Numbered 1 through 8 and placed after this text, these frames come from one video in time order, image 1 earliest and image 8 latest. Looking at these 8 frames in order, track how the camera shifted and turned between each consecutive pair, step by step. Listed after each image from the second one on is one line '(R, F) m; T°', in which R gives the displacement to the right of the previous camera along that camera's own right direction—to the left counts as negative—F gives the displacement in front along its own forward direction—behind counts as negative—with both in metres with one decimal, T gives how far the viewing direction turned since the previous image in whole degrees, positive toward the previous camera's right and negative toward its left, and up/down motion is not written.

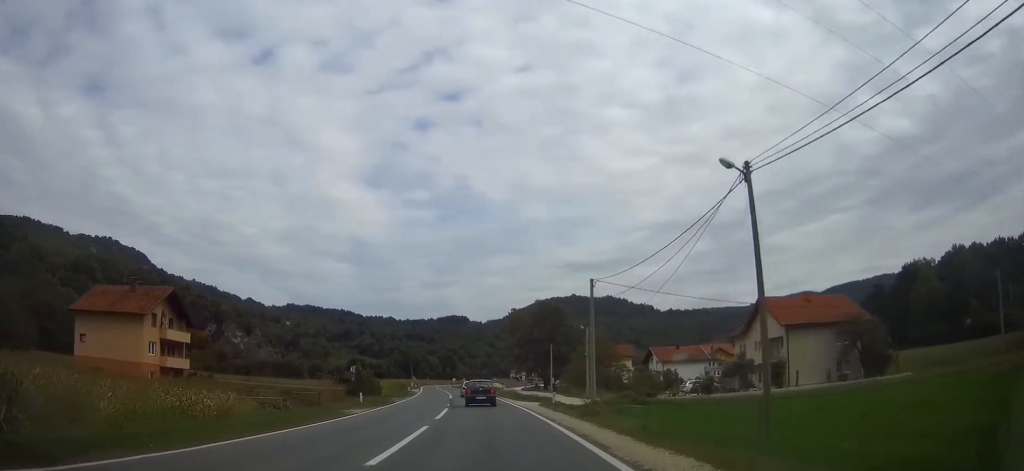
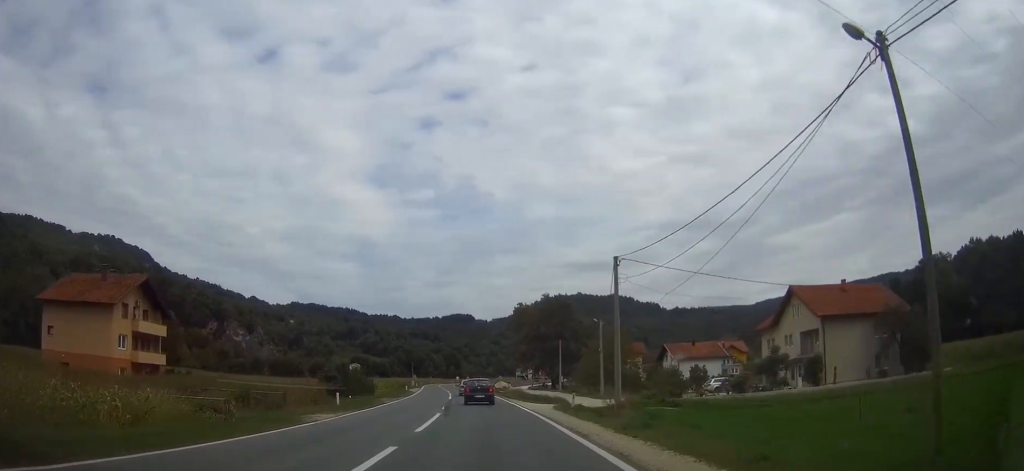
(-0.1, +7.0) m; -1°
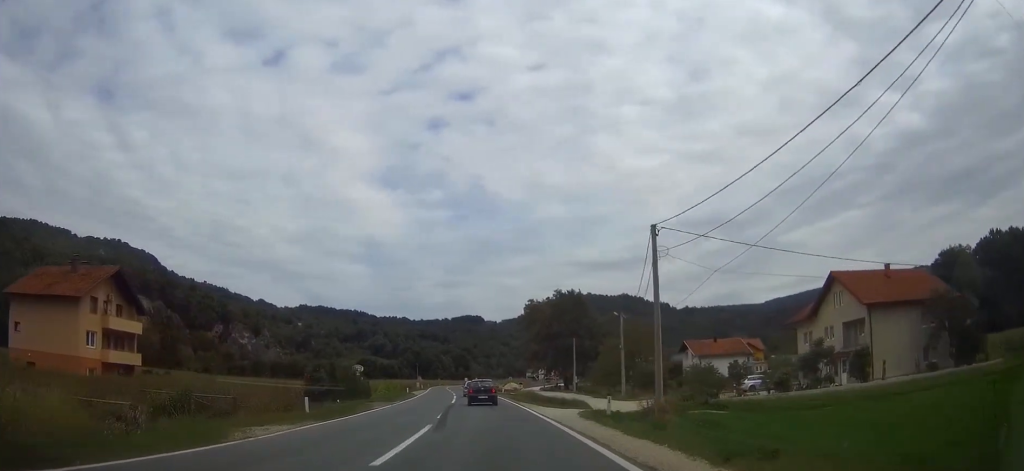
(-0.1, +7.0) m; -1°
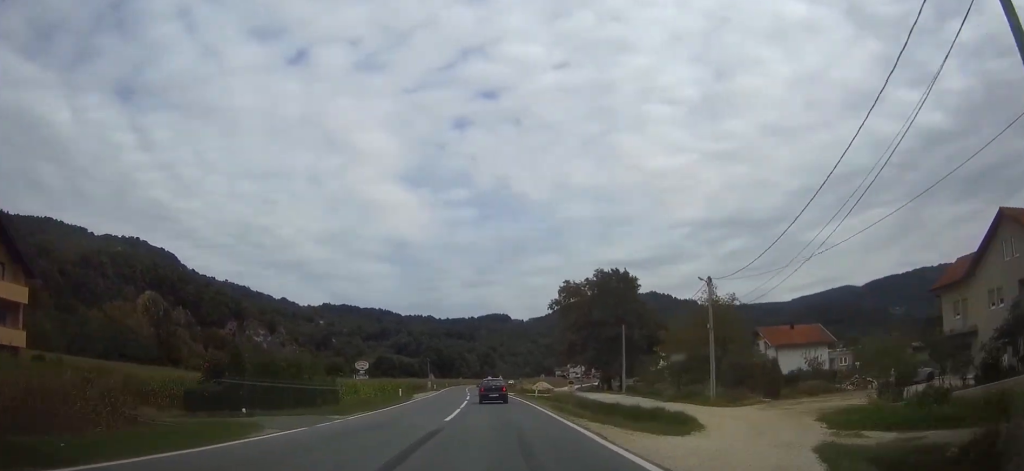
(-0.4, +21.3) m; -2°
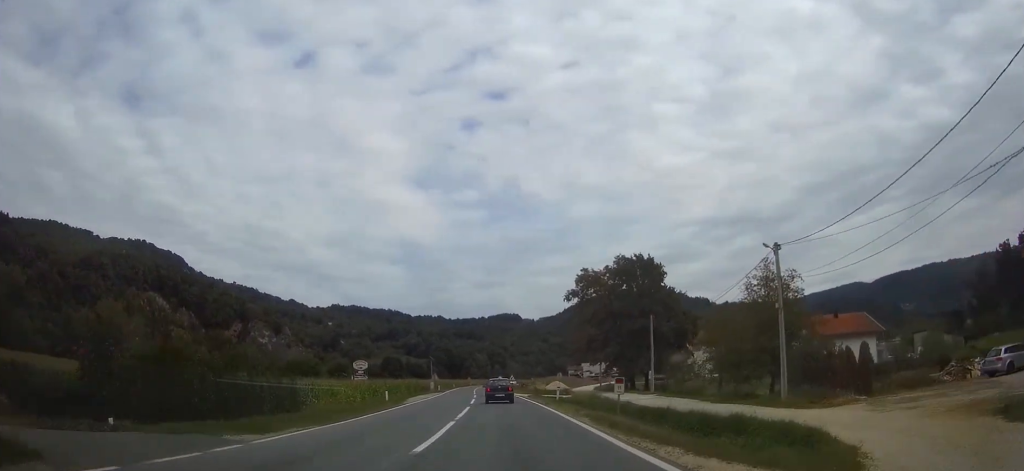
(-0.1, +10.3) m; -1°
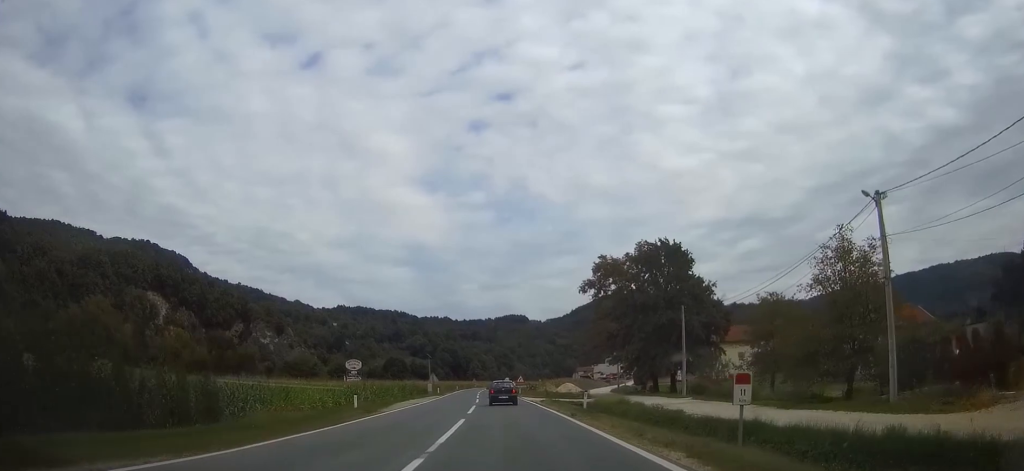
(-0.1, +10.3) m; -1°
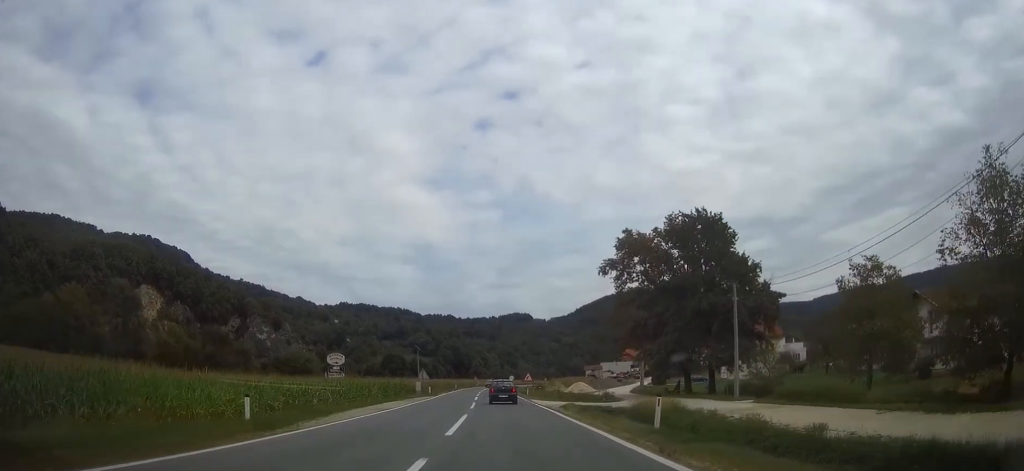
(-0.1, +13.4) m; -1°
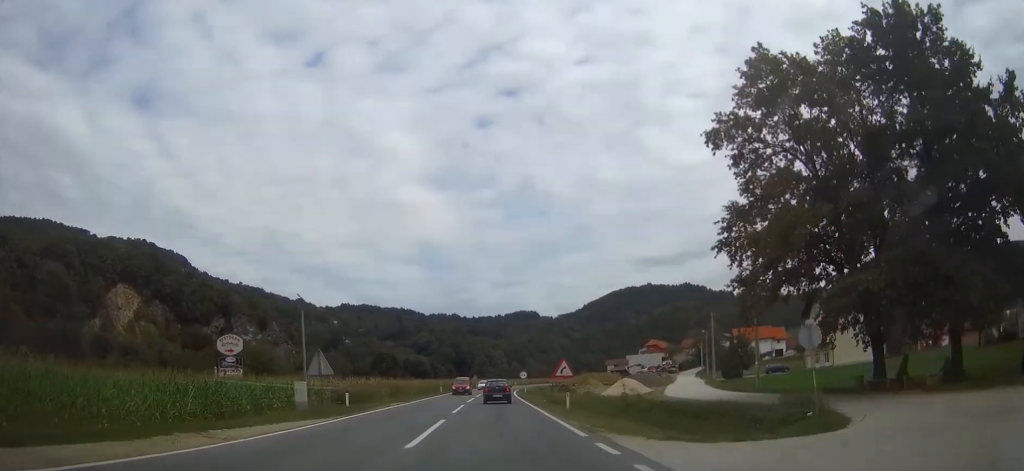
(-0.1, +37.6) m; 0°
